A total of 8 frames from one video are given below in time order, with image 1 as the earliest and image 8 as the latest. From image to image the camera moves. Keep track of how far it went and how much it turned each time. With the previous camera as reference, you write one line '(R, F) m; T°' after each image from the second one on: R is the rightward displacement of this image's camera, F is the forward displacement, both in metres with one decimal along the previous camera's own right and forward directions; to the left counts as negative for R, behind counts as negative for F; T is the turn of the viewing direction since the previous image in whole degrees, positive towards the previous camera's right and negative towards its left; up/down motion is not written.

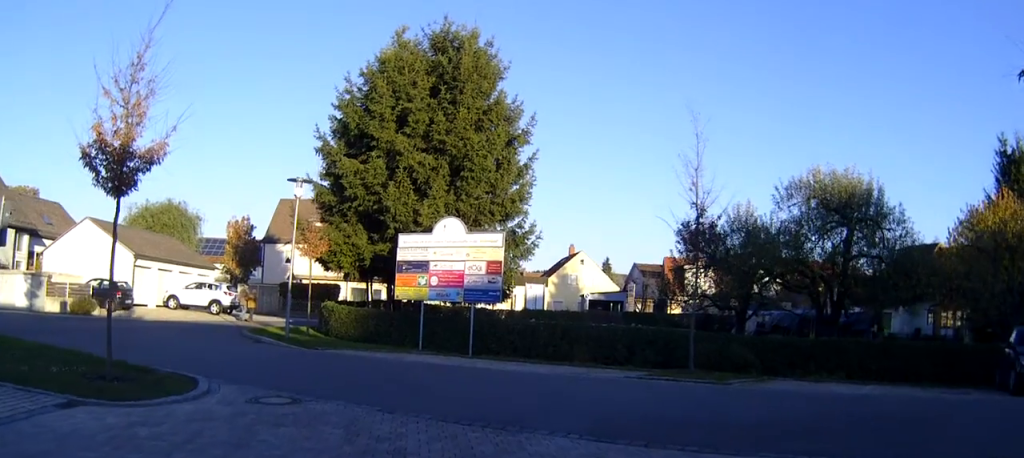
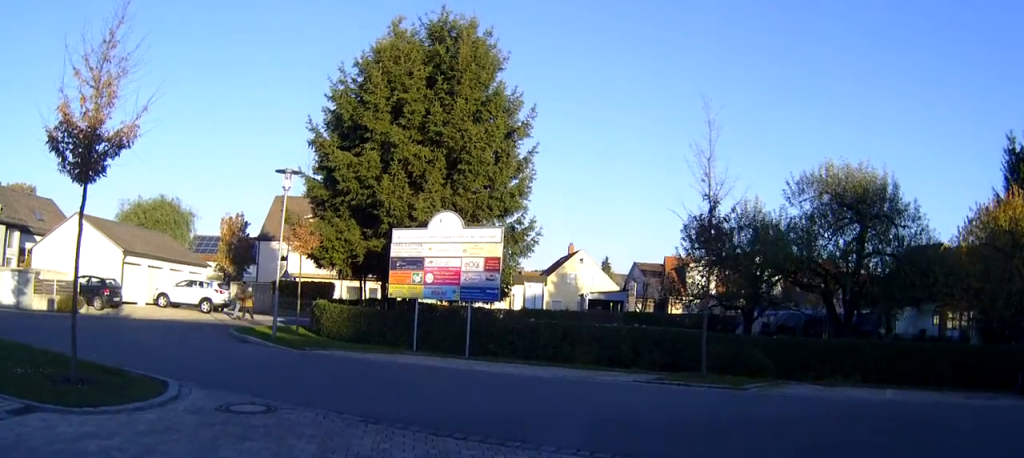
(0.0, +1.3) m; 0°
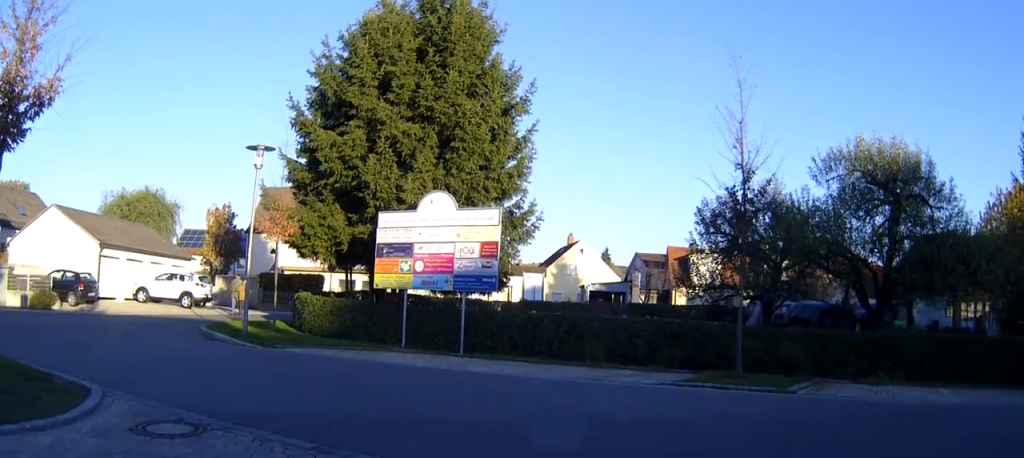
(0.0, +2.6) m; +1°
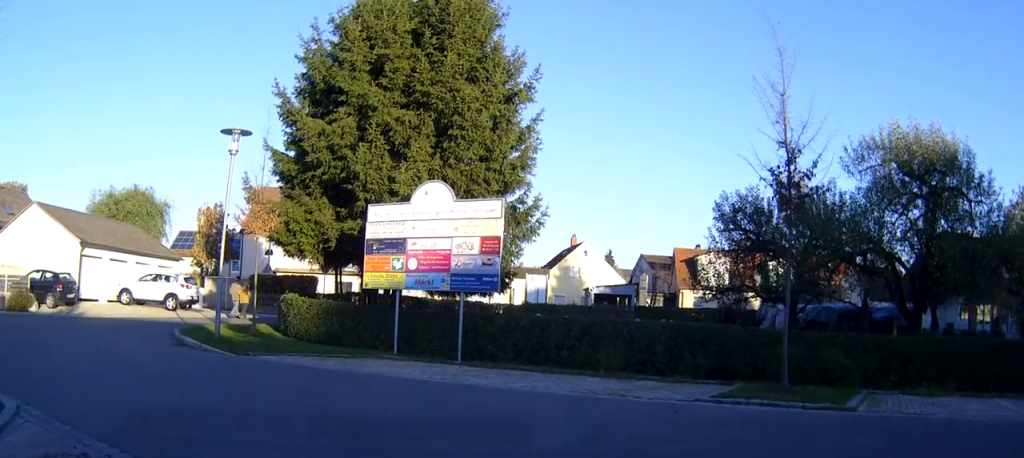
(0.0, +2.1) m; 0°
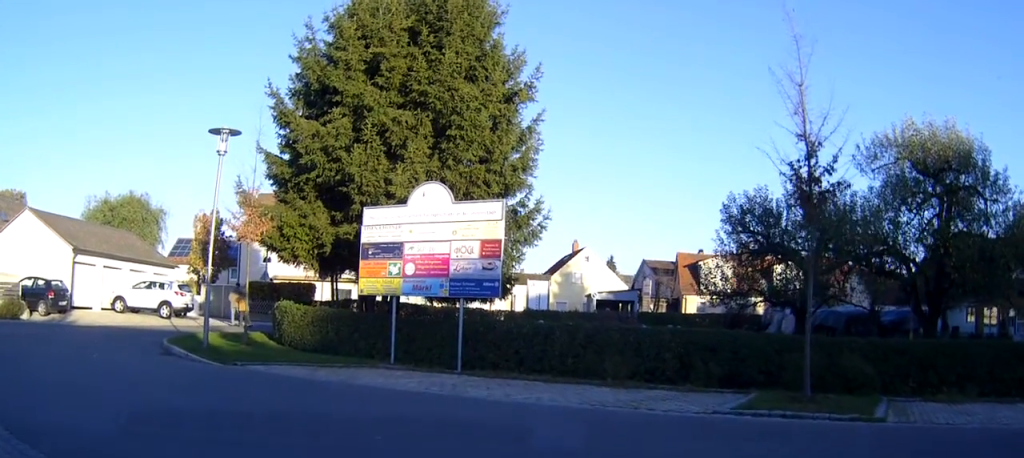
(0.0, +0.8) m; -1°
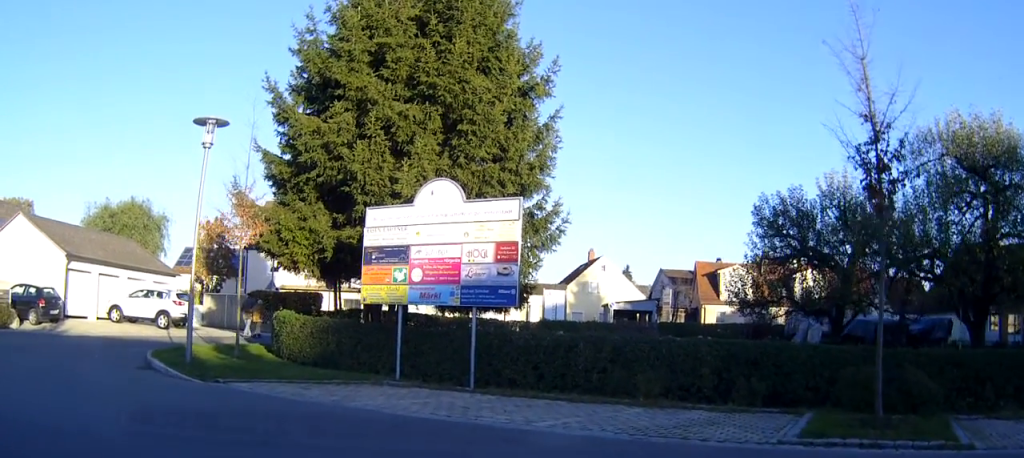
(0.0, +1.8) m; -5°
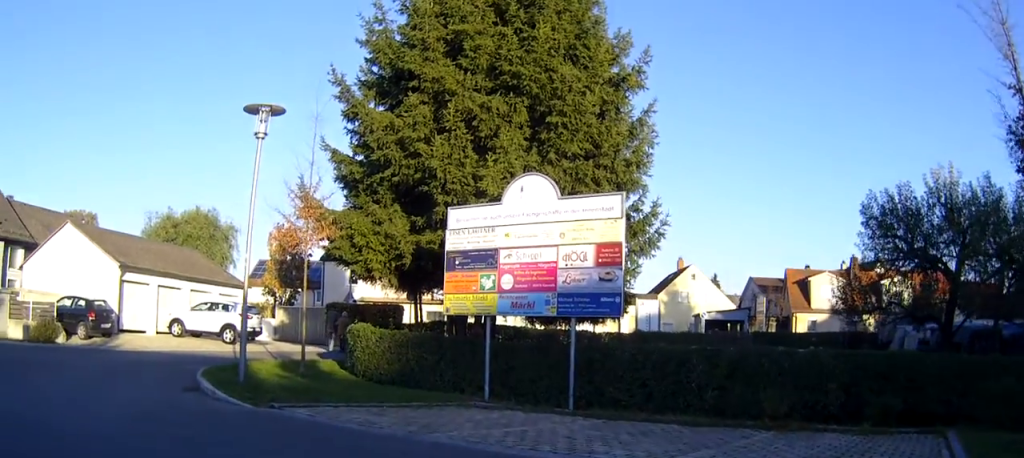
(-0.2, +2.2) m; -13°
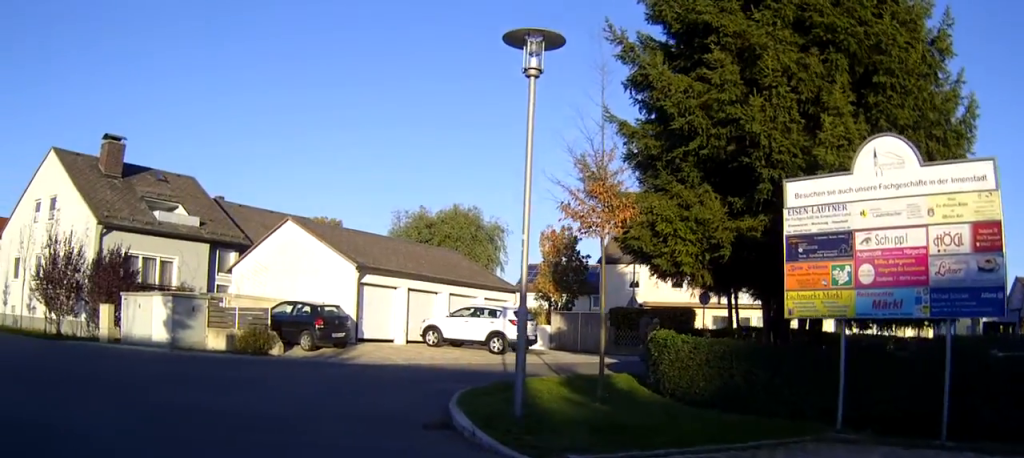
(-0.5, +3.0) m; -18°
